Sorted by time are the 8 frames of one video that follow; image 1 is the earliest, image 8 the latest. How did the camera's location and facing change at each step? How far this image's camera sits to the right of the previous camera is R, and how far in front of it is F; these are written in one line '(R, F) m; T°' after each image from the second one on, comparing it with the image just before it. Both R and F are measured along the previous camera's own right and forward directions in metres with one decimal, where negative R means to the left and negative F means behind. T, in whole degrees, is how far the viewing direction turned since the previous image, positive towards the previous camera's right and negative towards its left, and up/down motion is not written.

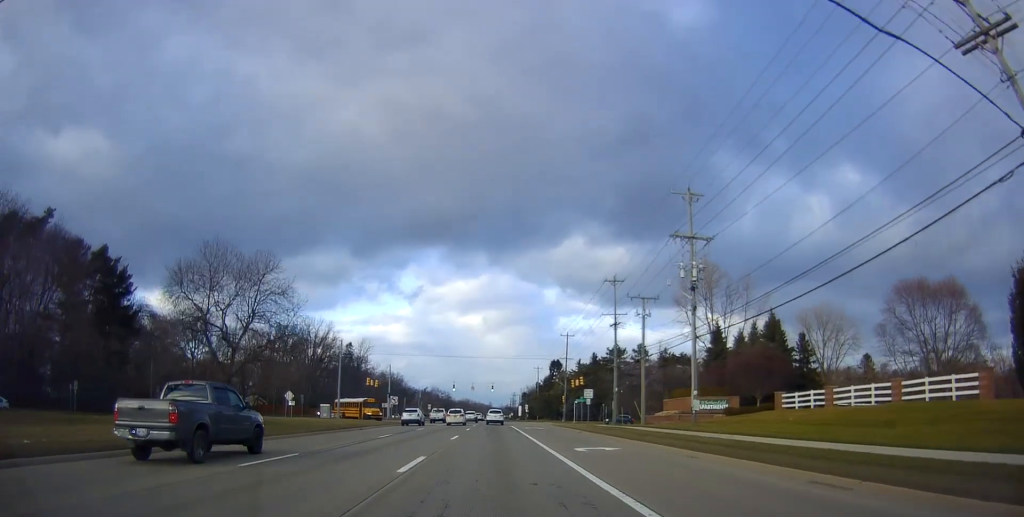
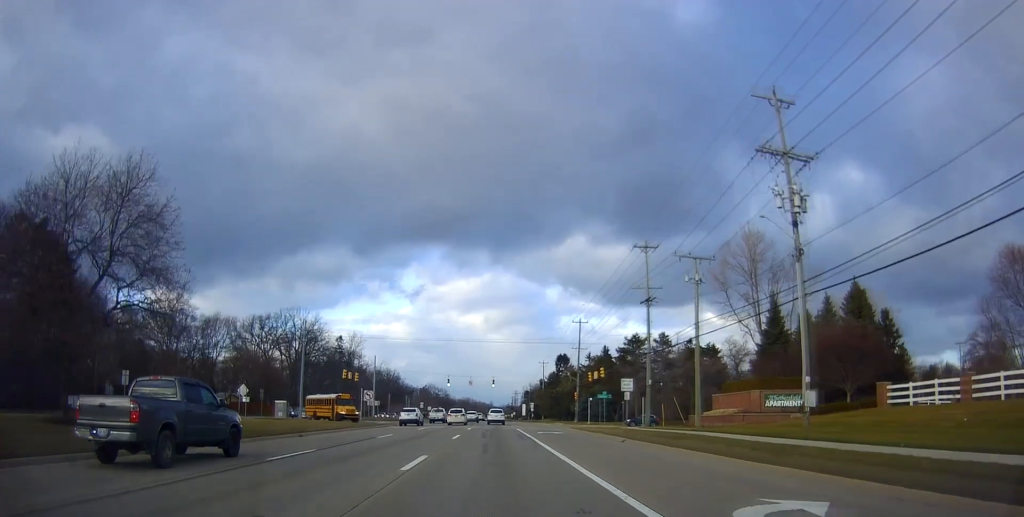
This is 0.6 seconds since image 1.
(-0.4, +14.5) m; 0°
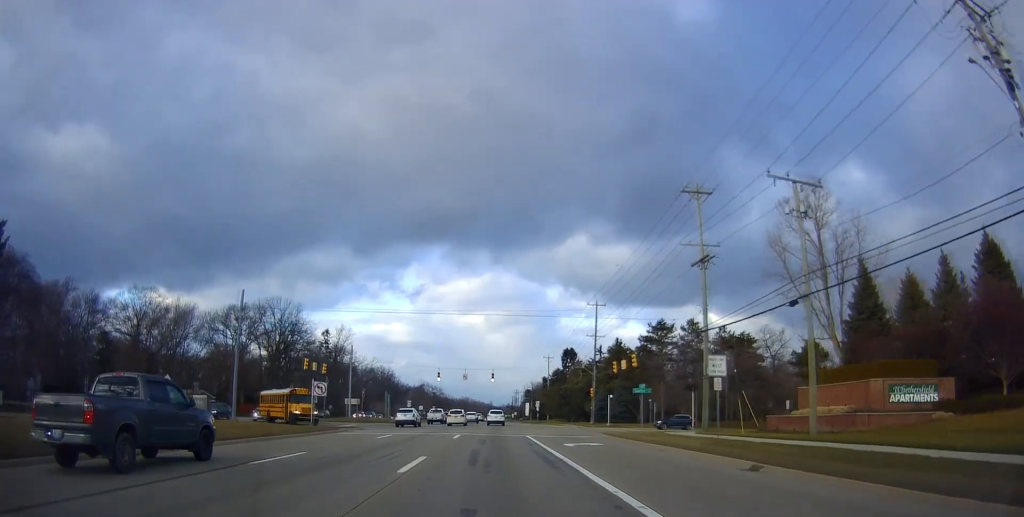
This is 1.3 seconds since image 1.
(-0.1, +15.2) m; 0°
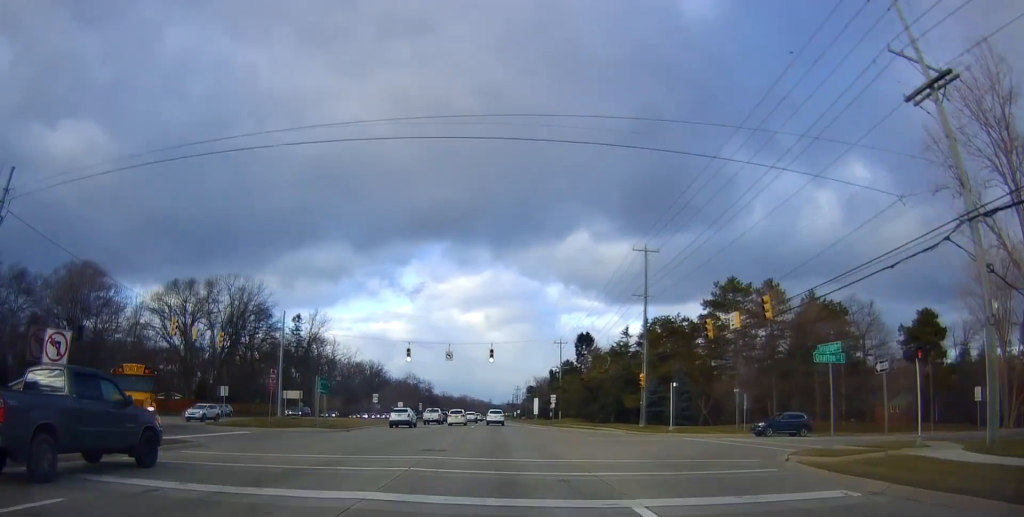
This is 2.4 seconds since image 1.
(+0.4, +26.0) m; +1°
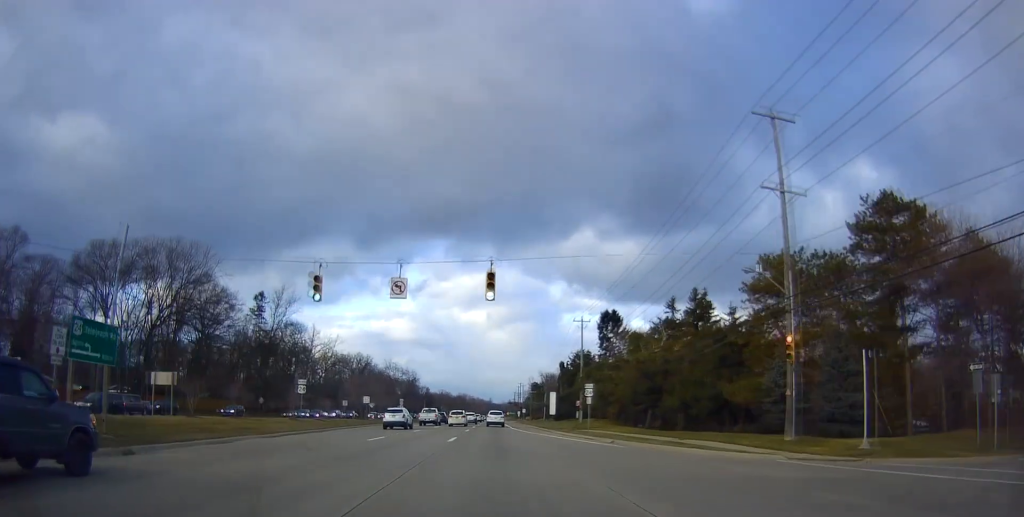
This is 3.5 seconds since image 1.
(0.0, +25.4) m; +1°
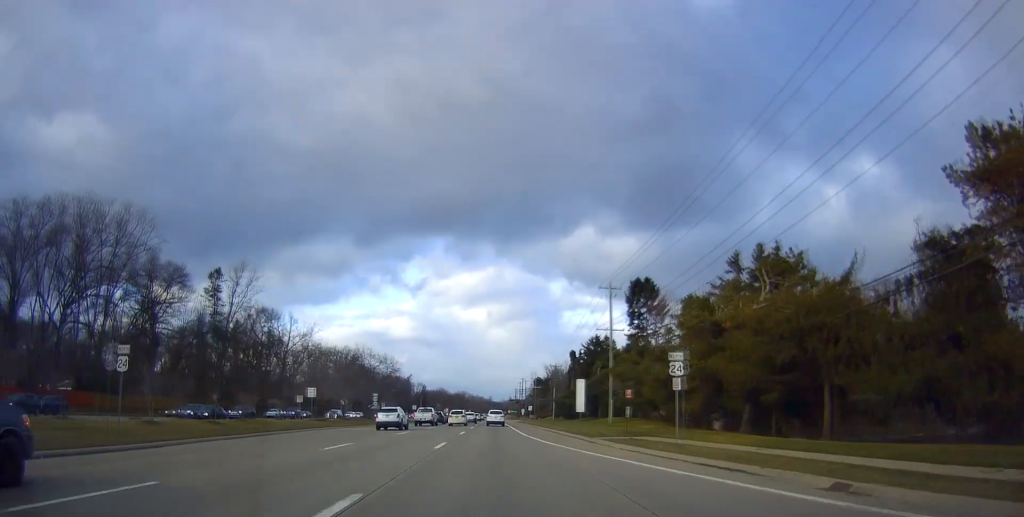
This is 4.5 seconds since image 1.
(+0.2, +21.6) m; 0°
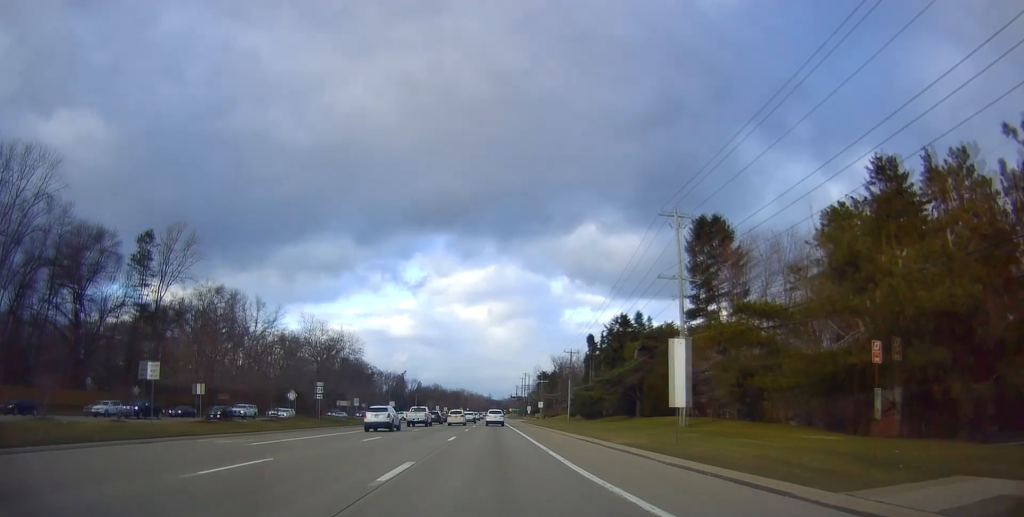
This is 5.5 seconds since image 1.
(-0.5, +24.6) m; -1°
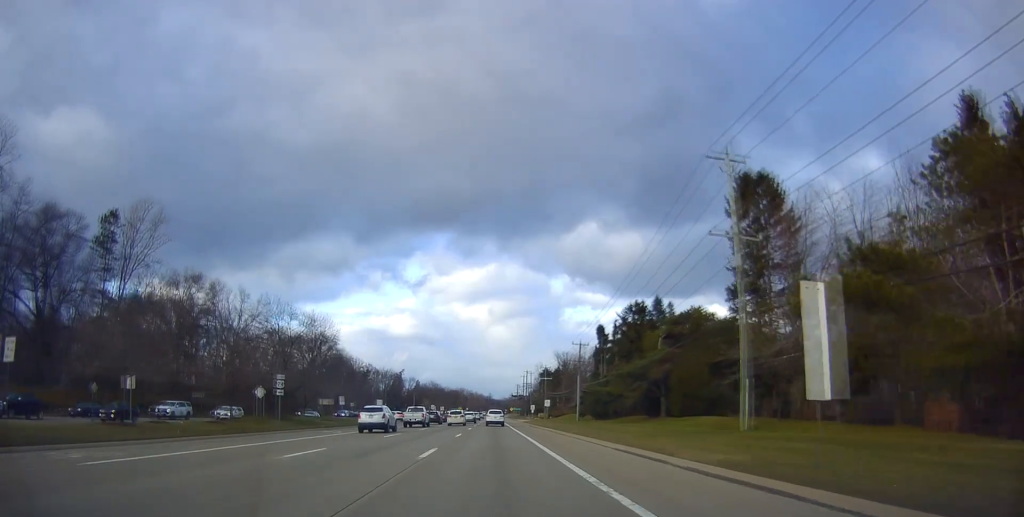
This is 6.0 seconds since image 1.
(-0.3, +10.0) m; 0°
